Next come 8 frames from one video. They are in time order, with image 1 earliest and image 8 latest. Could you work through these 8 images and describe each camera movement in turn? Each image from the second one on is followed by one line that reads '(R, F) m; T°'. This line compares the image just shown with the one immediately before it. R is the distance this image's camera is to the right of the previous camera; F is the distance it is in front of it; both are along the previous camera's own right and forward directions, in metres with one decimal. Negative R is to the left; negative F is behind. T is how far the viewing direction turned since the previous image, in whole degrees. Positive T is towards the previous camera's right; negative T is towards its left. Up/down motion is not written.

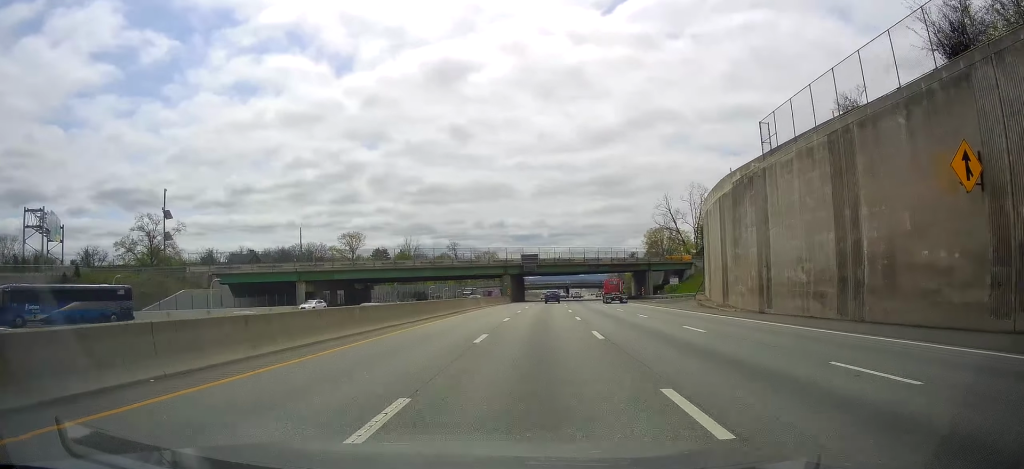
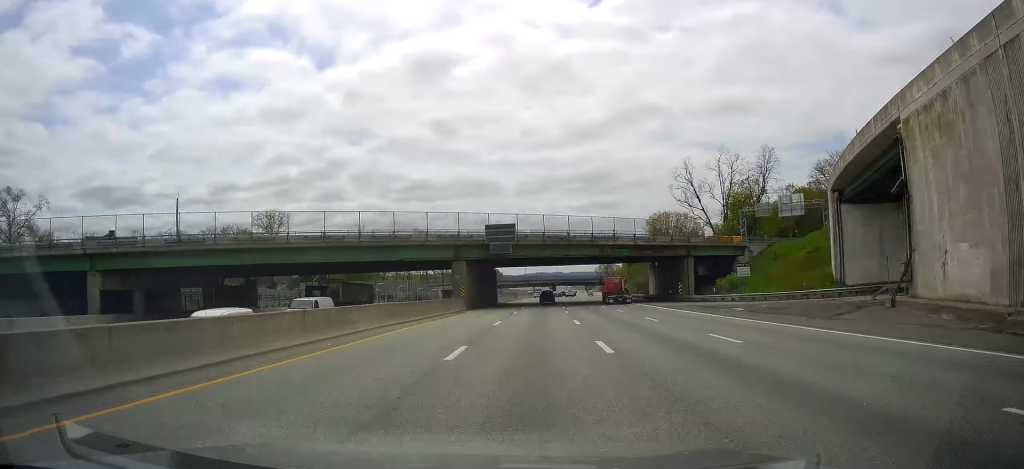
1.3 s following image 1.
(0.0, +40.2) m; +2°
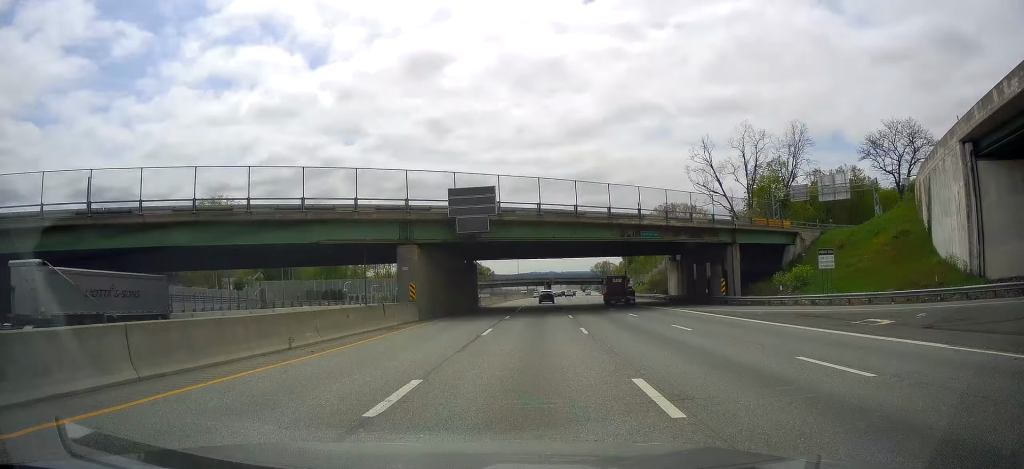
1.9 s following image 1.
(+0.6, +18.9) m; +2°
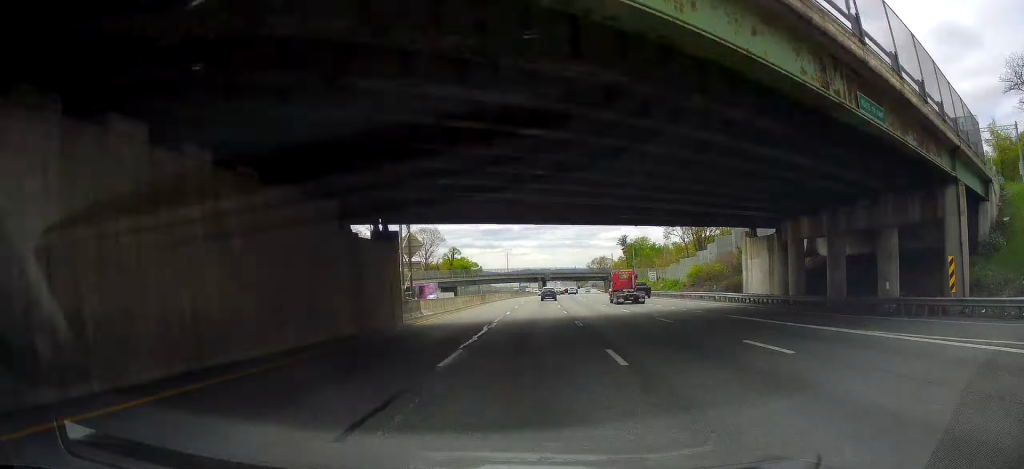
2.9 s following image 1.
(+0.7, +32.6) m; +1°
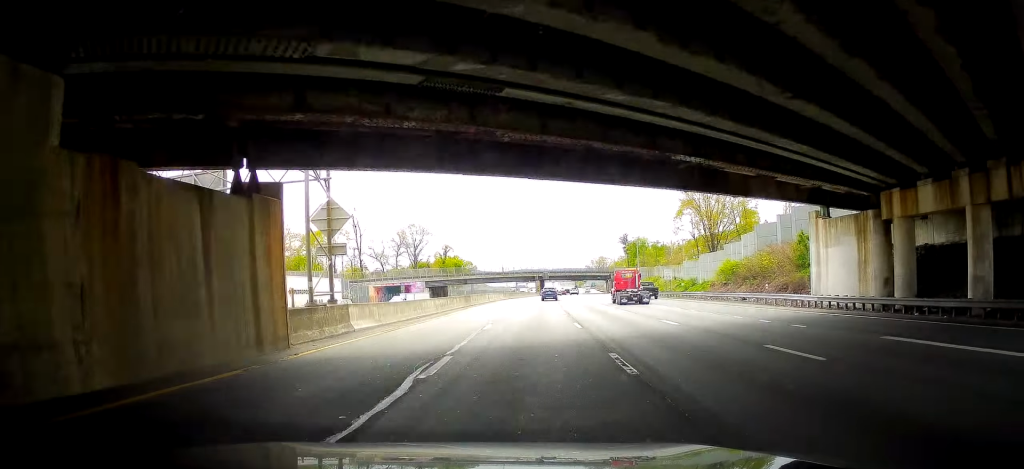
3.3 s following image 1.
(0.0, +13.7) m; 0°
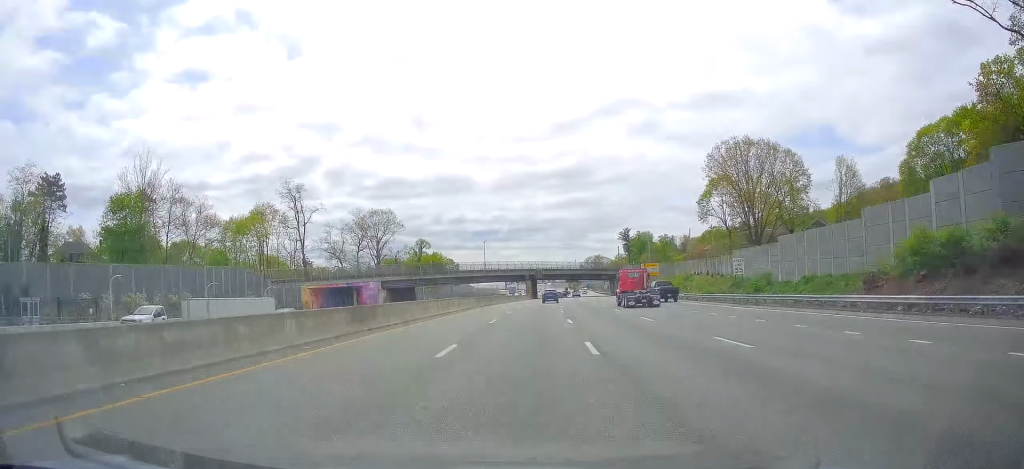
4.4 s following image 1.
(-0.2, +33.6) m; 0°
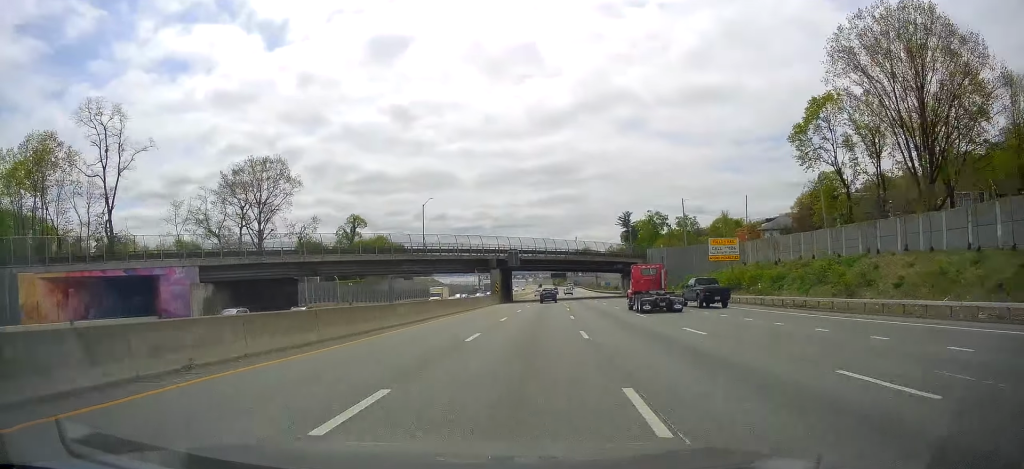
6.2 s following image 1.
(+0.9, +56.9) m; +1°
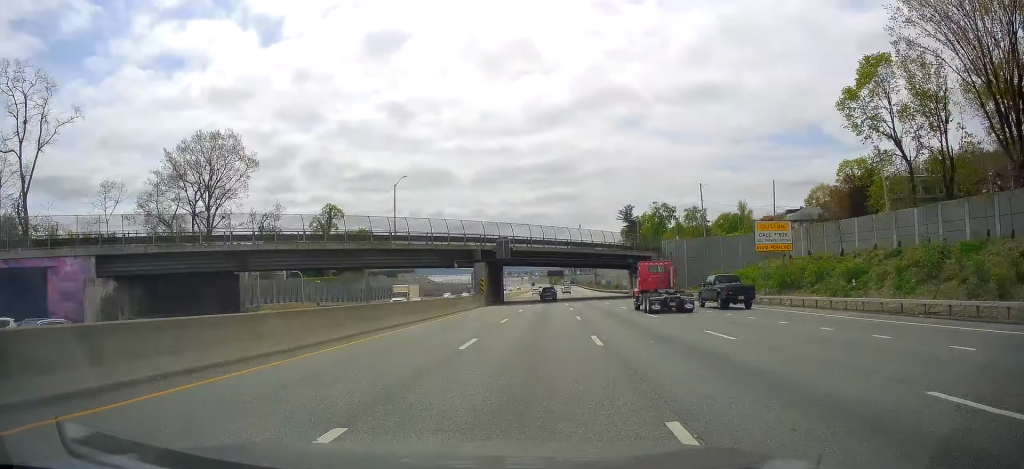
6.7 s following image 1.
(0.0, +14.6) m; 0°
